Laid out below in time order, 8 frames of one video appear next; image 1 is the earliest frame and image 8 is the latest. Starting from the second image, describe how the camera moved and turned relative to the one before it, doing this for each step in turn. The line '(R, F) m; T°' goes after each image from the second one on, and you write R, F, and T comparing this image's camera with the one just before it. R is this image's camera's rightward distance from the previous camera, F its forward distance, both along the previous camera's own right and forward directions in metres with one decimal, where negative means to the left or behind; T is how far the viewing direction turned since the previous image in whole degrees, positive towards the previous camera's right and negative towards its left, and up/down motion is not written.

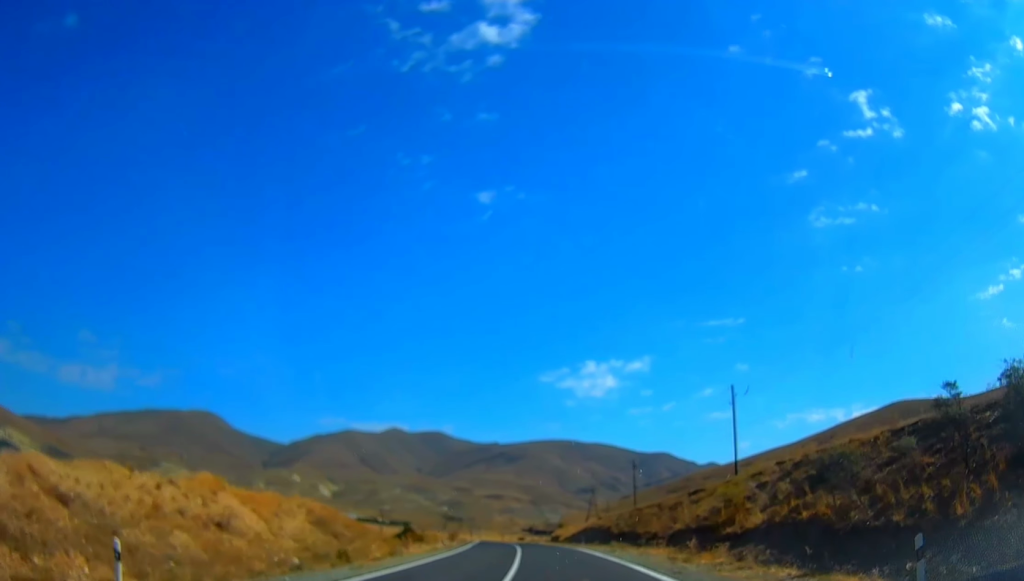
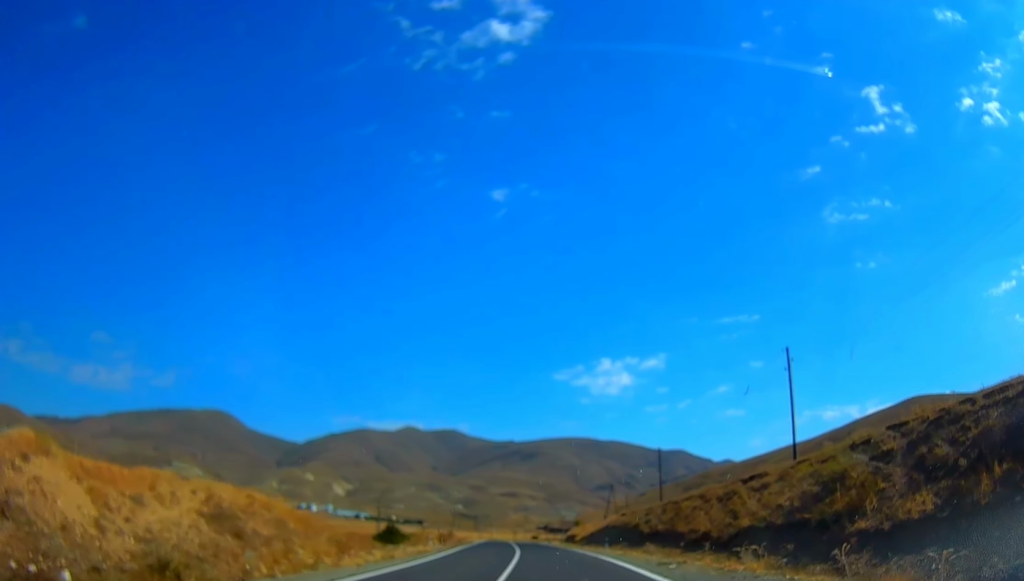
(0.0, +13.1) m; -1°
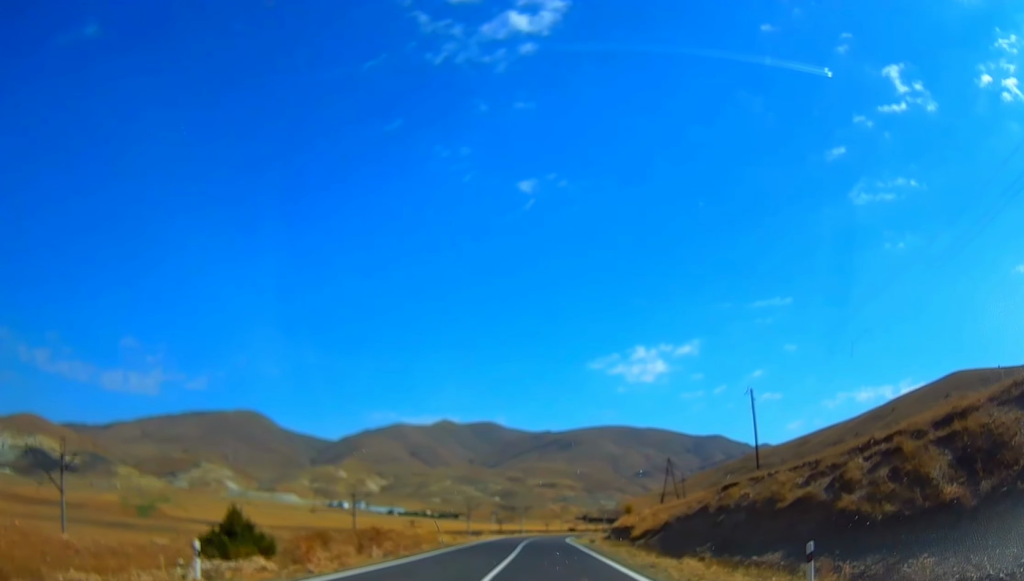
(-0.8, +33.1) m; -3°
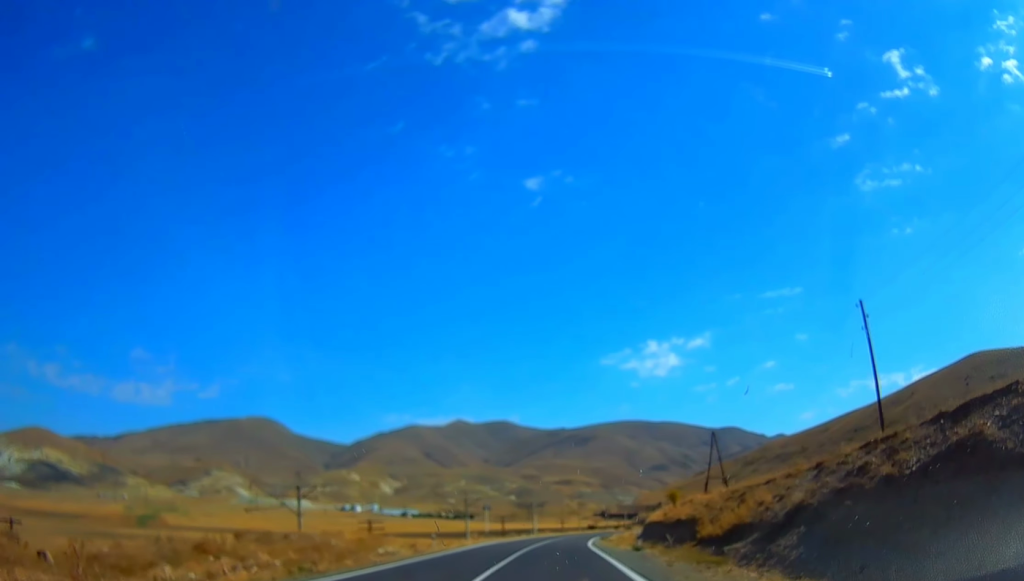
(-0.4, +24.0) m; -2°
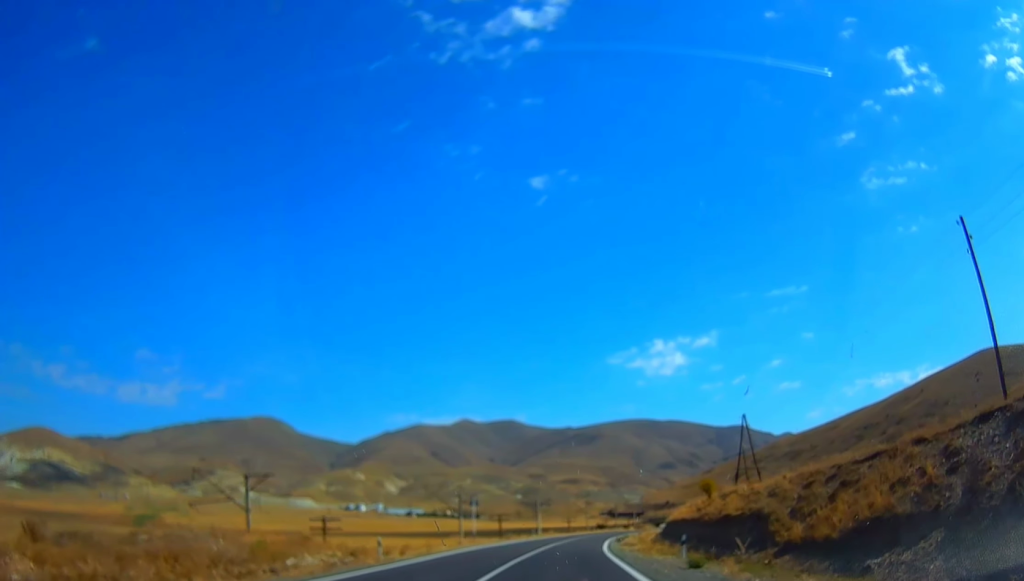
(-0.4, +13.5) m; 0°
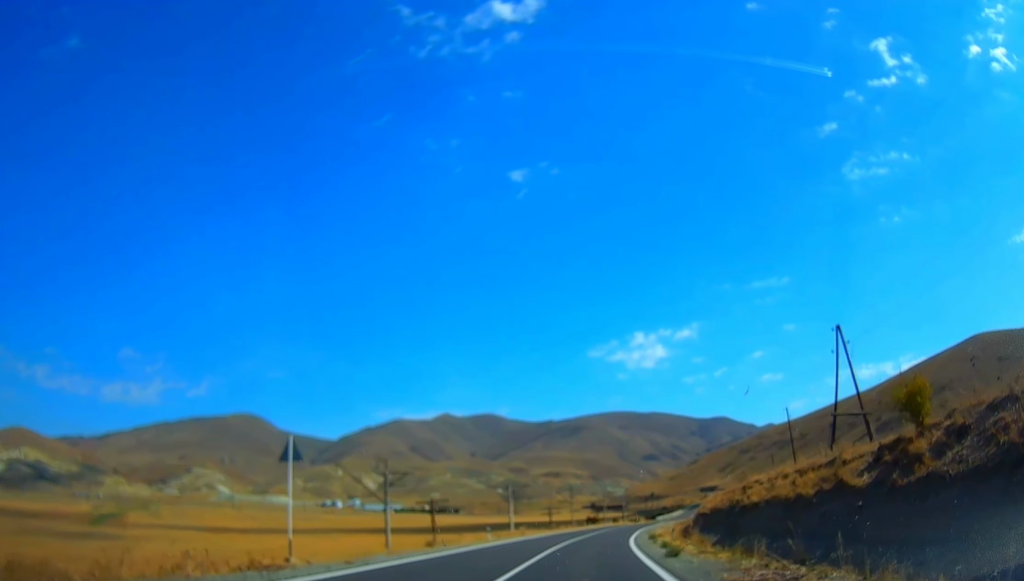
(0.0, +32.4) m; 0°
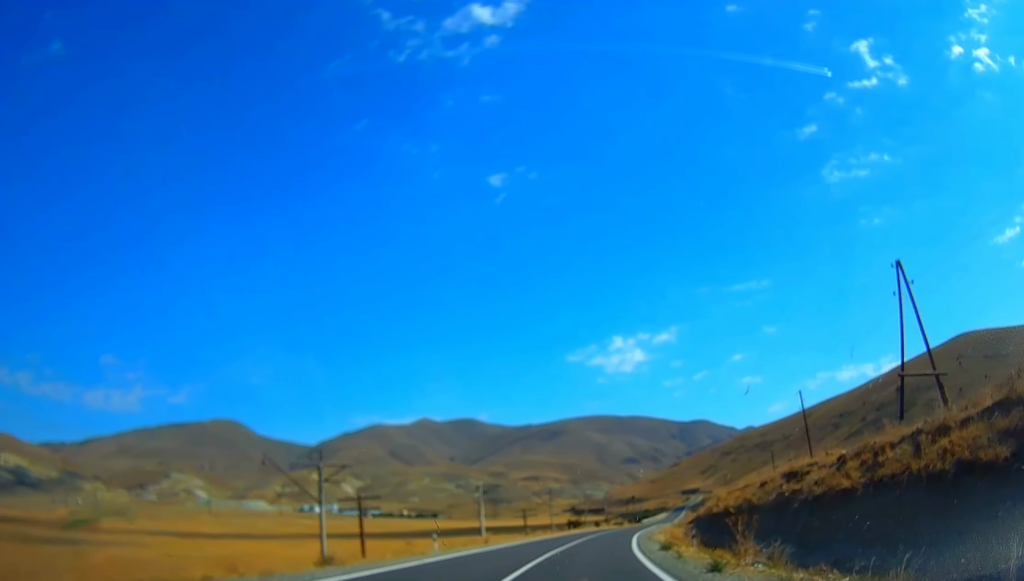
(0.0, +12.5) m; 0°
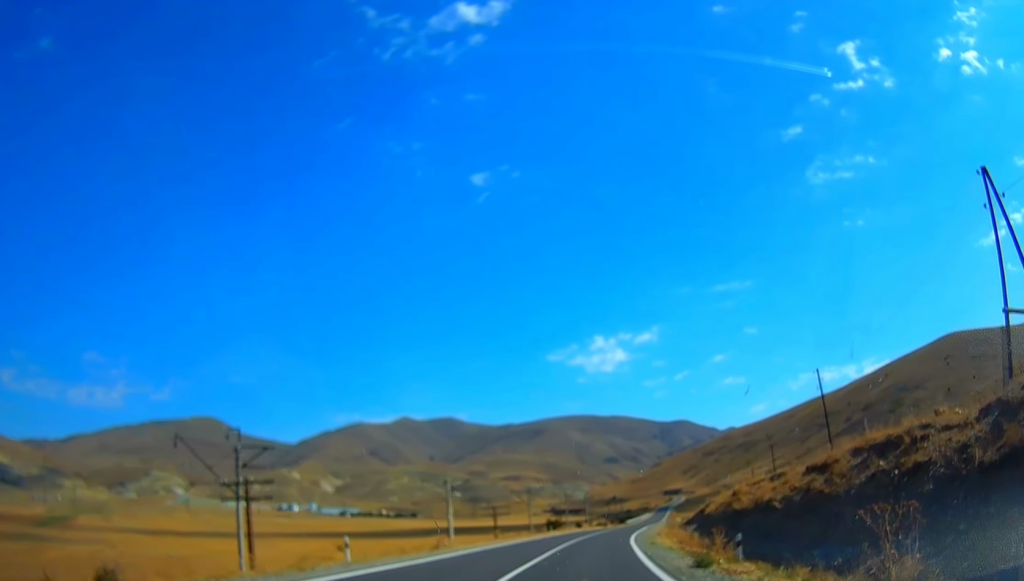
(-0.1, +10.5) m; 0°
